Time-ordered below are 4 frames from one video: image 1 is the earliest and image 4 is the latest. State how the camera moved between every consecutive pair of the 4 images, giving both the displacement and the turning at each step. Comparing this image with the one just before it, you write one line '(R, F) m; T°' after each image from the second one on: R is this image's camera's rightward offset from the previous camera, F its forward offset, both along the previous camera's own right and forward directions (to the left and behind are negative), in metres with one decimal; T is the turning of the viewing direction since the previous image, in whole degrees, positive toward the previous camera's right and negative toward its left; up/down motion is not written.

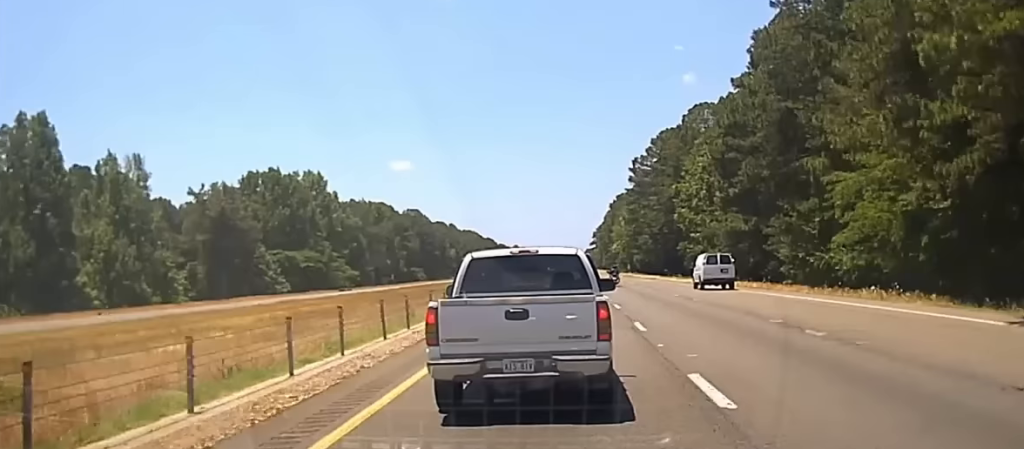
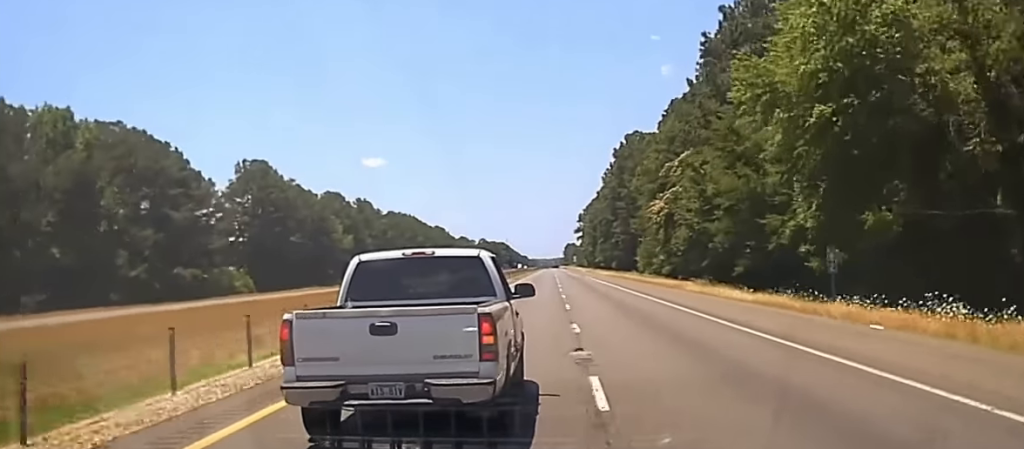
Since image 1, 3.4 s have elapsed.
(0.0, +147.4) m; 0°
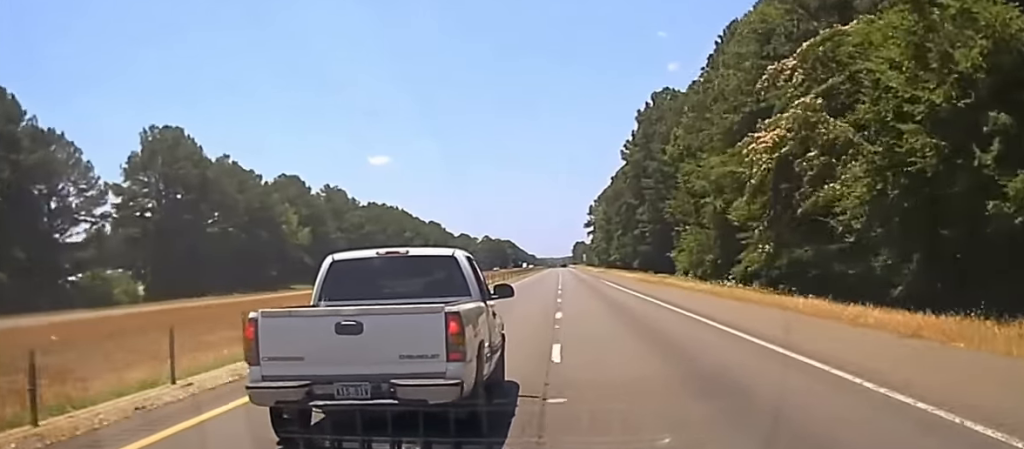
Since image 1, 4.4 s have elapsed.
(0.0, +43.0) m; 0°
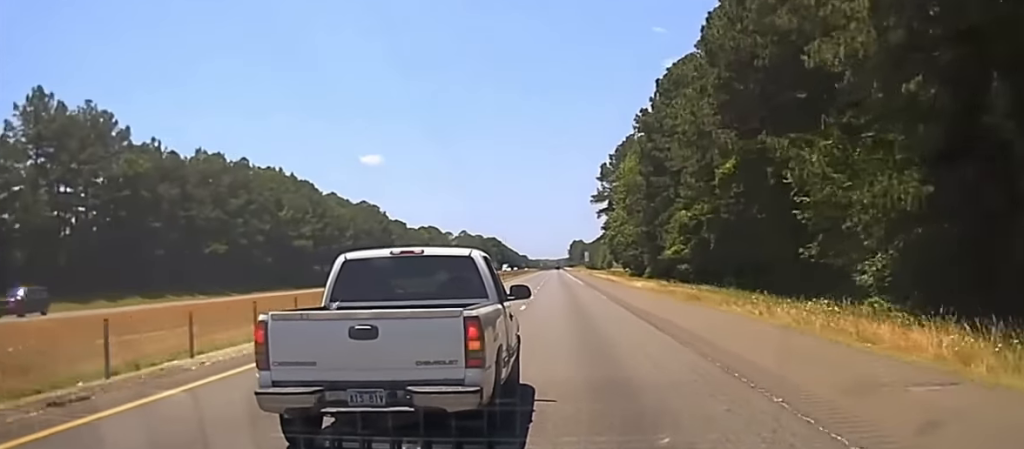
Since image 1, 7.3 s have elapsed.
(+0.7, +126.1) m; 0°
